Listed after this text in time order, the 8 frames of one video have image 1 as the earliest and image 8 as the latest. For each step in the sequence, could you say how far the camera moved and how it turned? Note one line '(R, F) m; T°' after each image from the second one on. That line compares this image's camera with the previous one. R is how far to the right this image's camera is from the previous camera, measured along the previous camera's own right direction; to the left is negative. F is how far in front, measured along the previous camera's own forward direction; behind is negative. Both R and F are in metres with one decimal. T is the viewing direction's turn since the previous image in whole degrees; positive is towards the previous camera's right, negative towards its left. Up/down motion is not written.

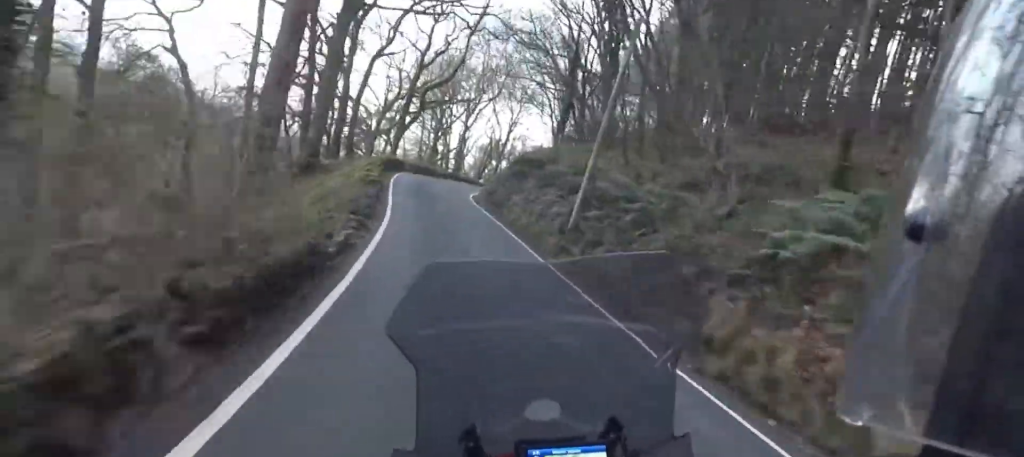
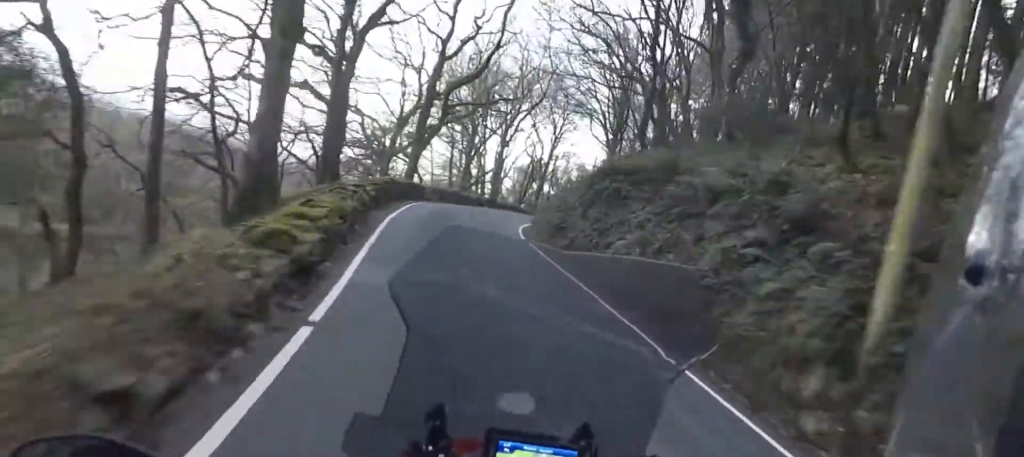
(0.0, +12.7) m; +1°
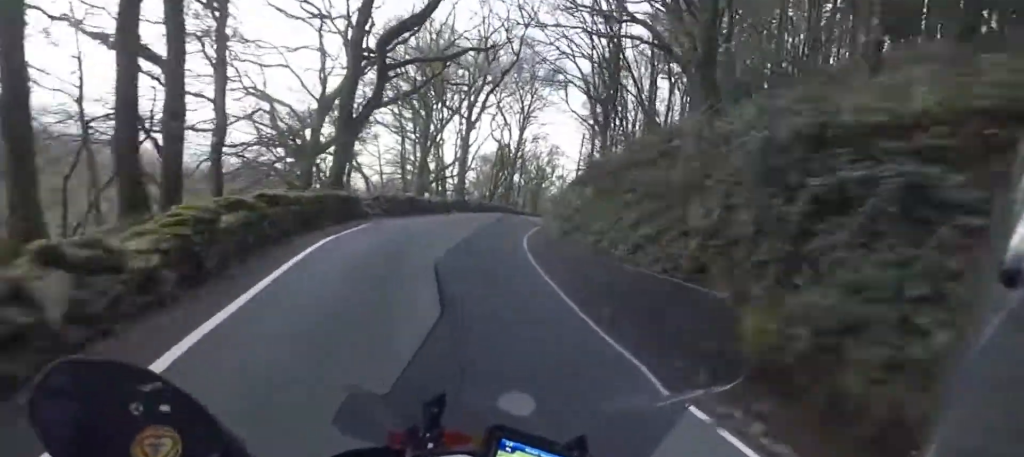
(+0.1, +12.0) m; +4°
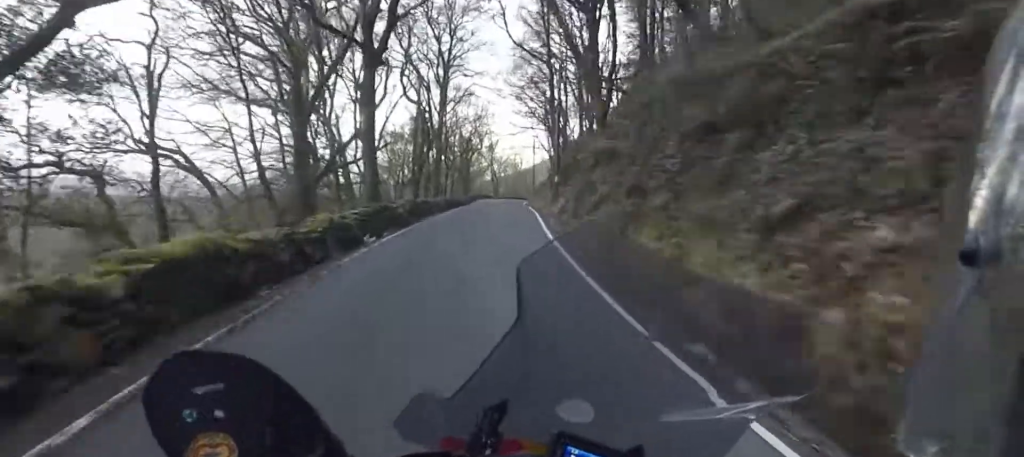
(+1.5, +19.1) m; +7°
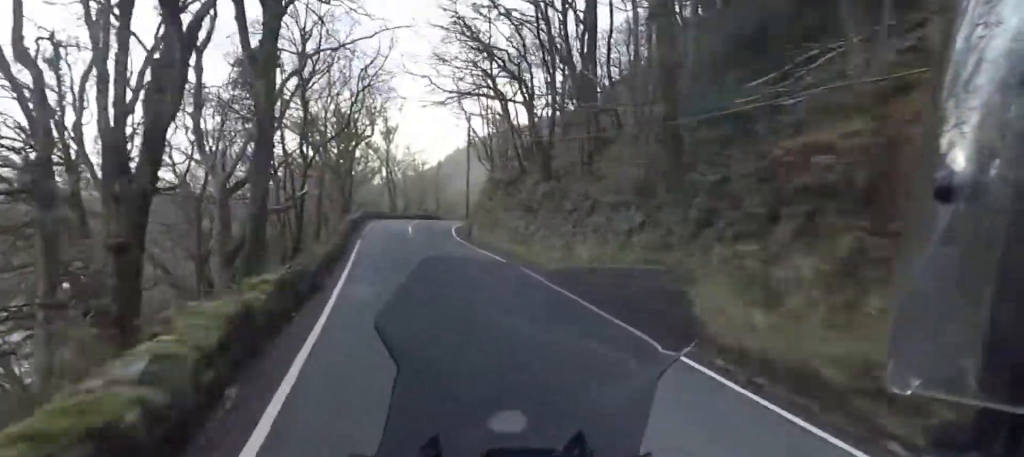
(+0.7, +30.7) m; +1°
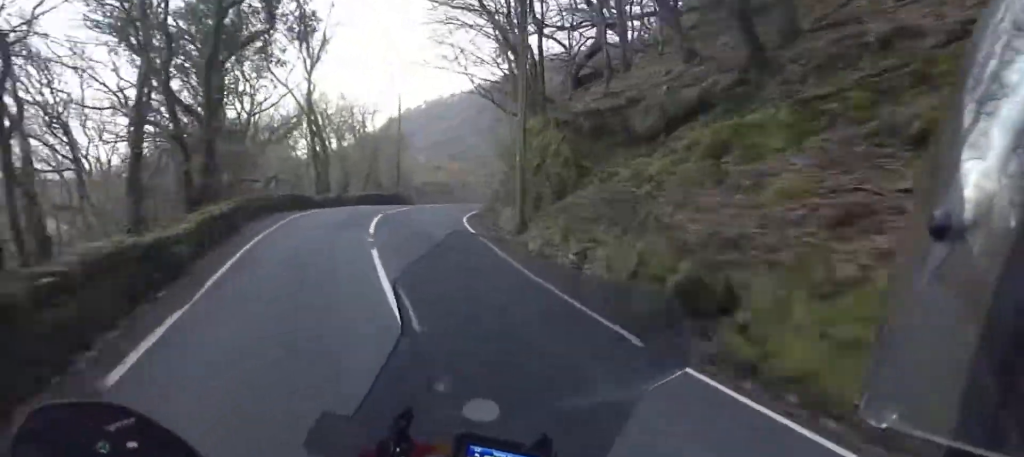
(+2.1, +25.9) m; +12°
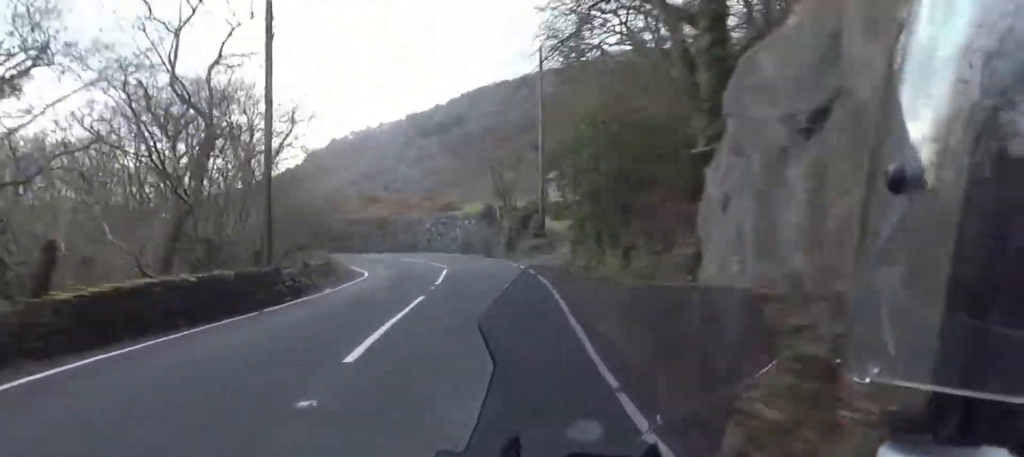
(+1.8, +25.4) m; +1°
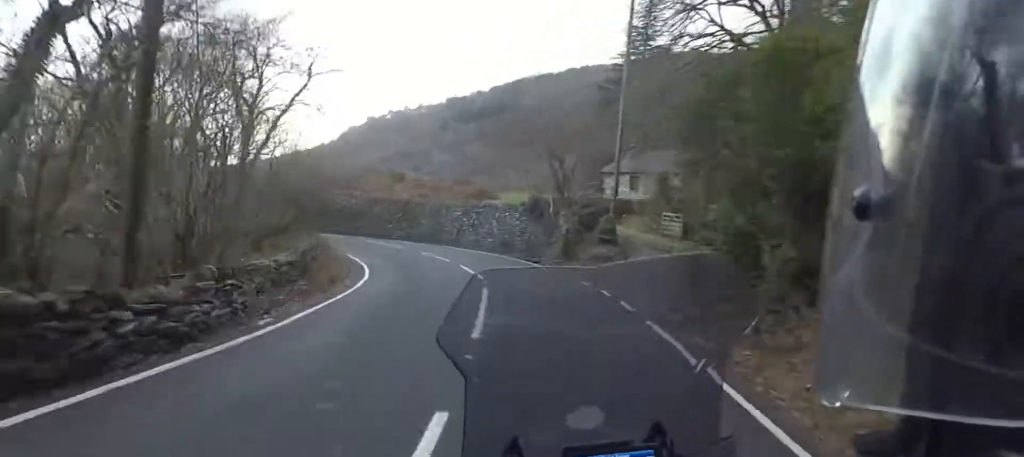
(-0.1, +8.0) m; -5°
